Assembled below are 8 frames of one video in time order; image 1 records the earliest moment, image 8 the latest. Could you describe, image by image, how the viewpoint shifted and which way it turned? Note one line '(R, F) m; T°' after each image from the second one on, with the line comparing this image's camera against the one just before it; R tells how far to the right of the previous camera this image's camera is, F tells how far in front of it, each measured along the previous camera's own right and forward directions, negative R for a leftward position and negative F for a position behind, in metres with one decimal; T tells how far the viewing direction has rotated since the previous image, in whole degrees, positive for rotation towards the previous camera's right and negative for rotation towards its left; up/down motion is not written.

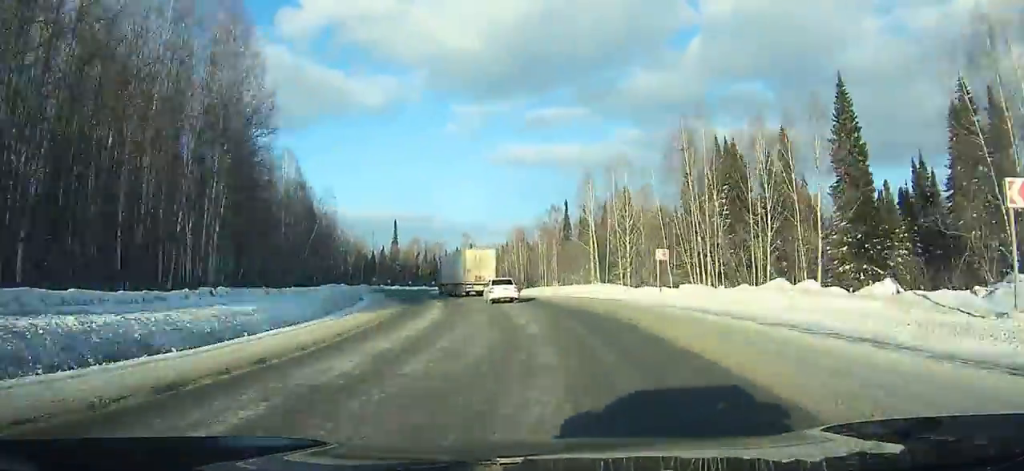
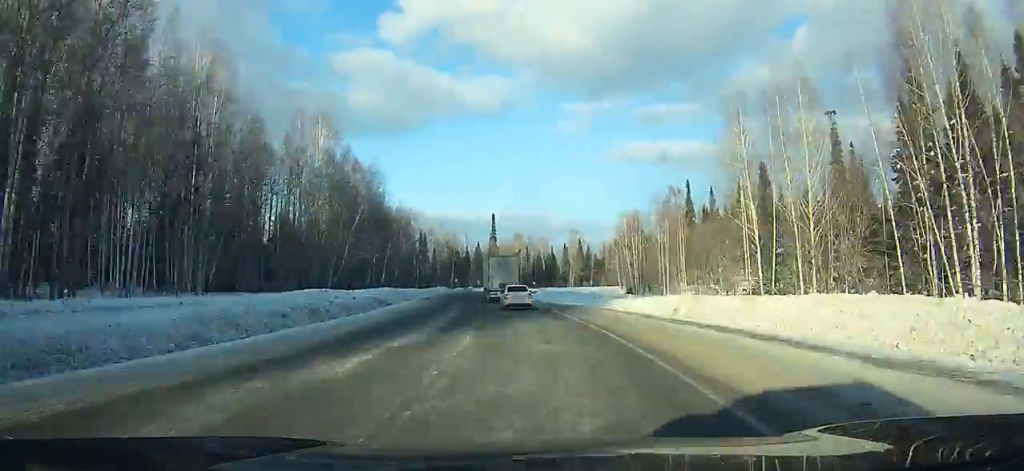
(-2.9, +25.8) m; -6°
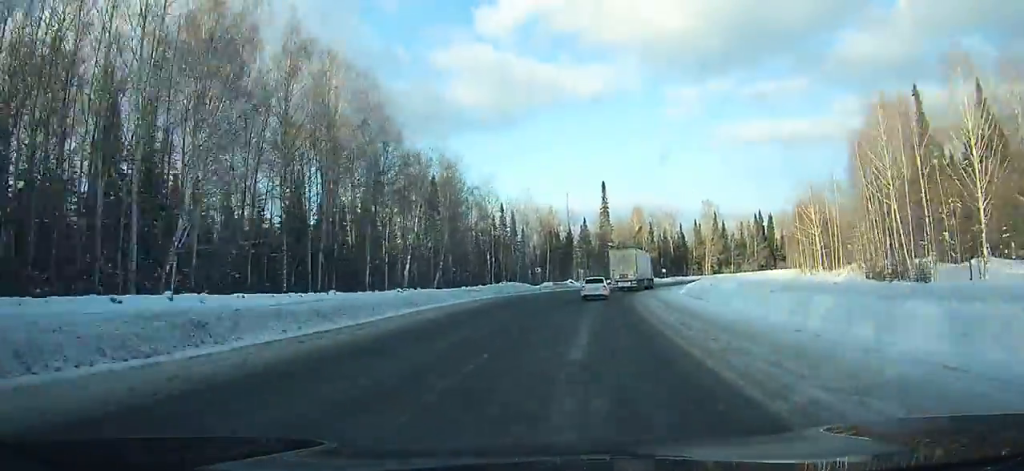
(-5.7, +53.2) m; -7°
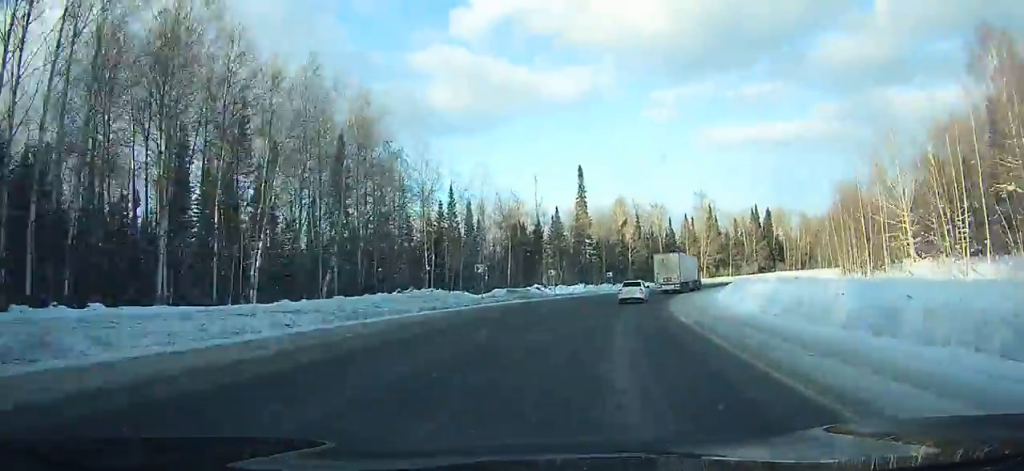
(-2.9, +27.6) m; 0°
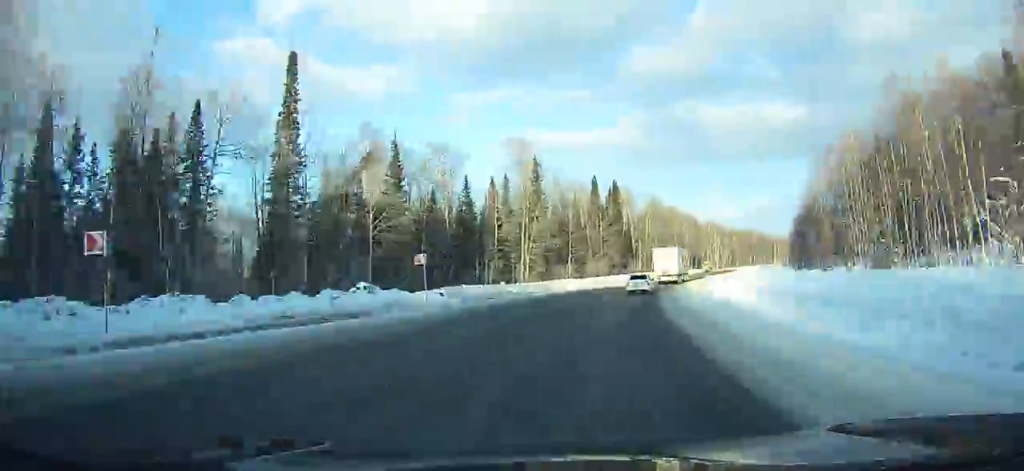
(+8.5, +67.6) m; +15°
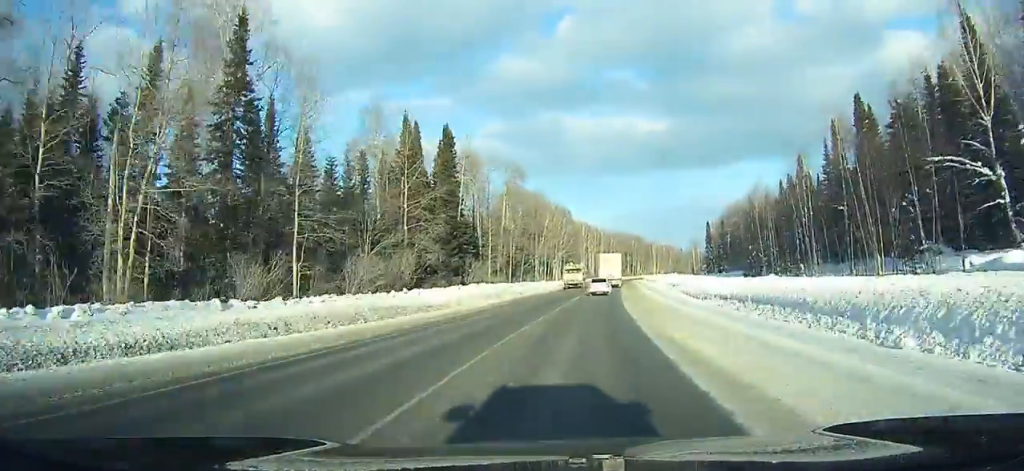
(+6.5, +57.0) m; +10°
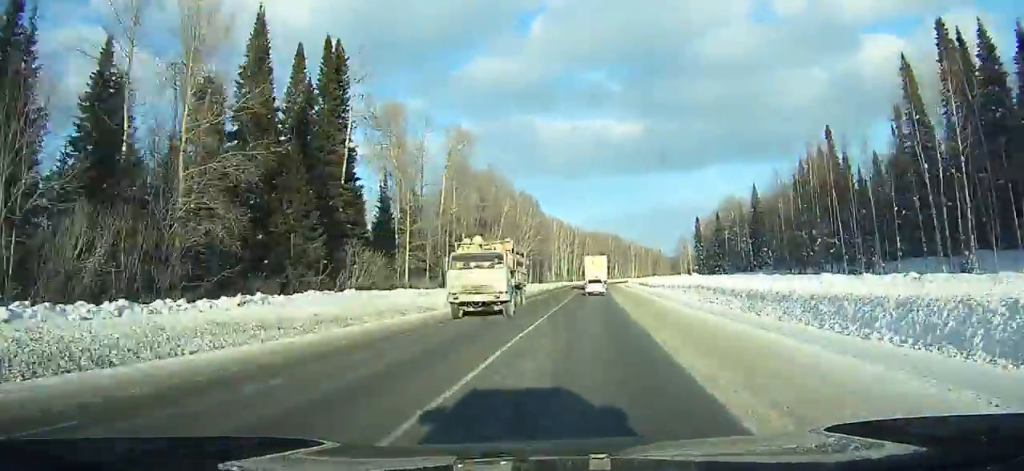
(+1.8, +30.7) m; +3°
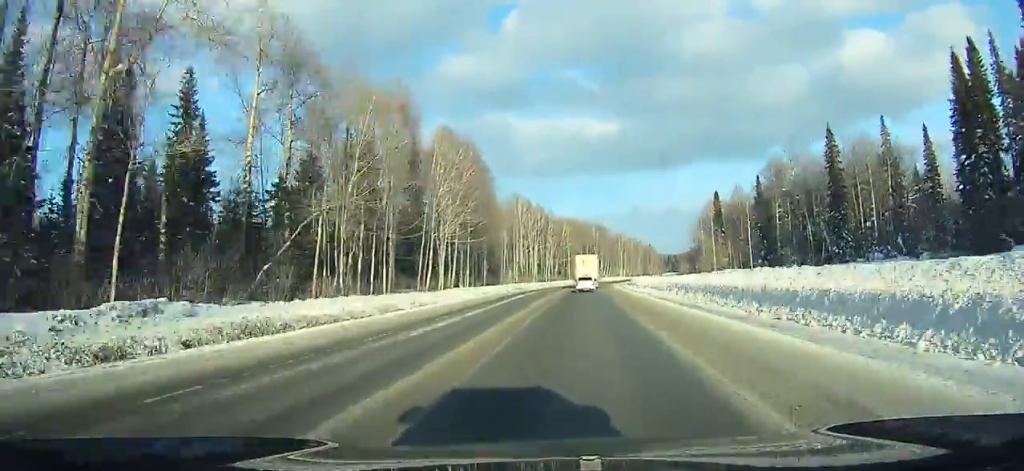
(+2.5, +58.5) m; +4°
